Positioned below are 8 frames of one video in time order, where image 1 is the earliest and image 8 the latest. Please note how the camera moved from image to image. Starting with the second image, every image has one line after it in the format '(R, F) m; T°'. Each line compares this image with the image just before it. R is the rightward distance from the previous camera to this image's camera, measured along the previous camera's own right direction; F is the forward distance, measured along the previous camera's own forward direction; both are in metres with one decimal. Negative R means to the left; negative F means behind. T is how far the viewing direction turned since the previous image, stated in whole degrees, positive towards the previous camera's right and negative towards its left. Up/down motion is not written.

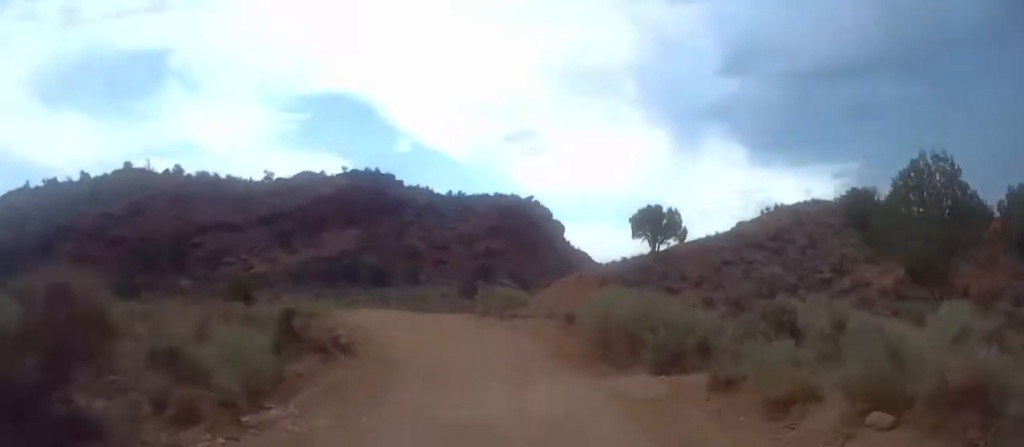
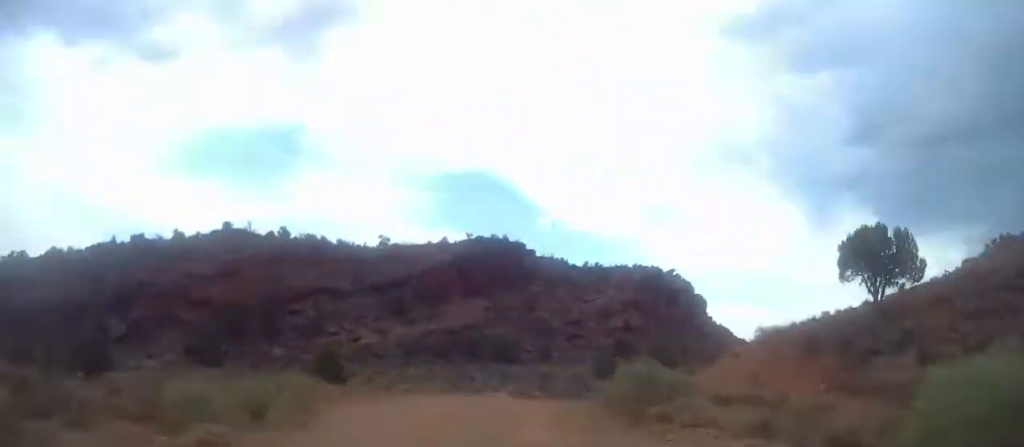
(-0.9, +17.8) m; -2°
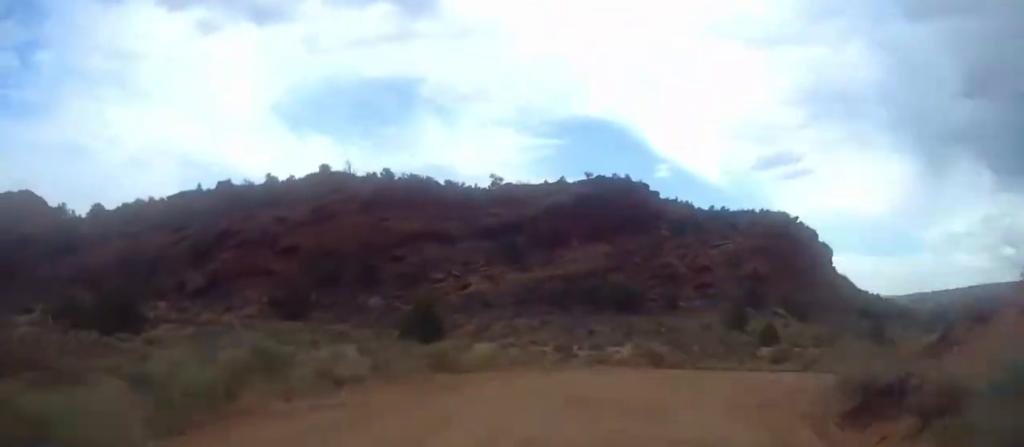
(-0.2, +13.8) m; +3°
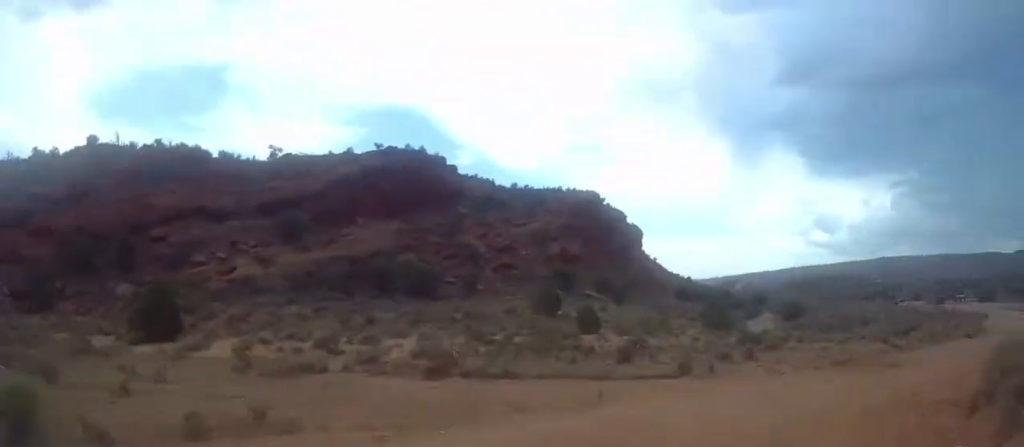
(-1.3, +18.5) m; +14°
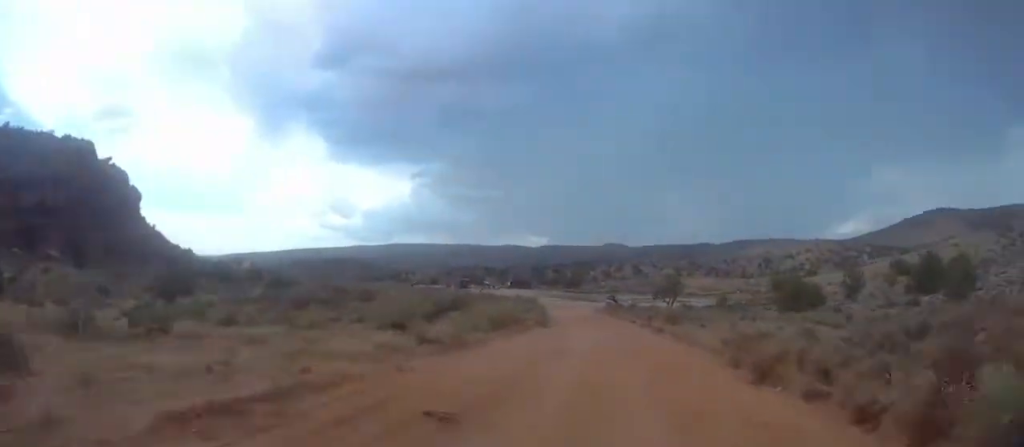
(+7.1, +23.2) m; +24°
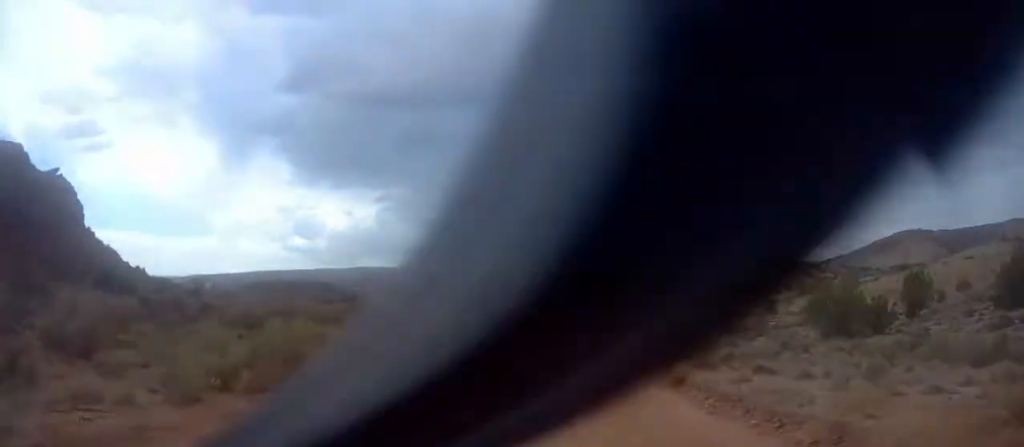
(+4.0, +19.1) m; +11°
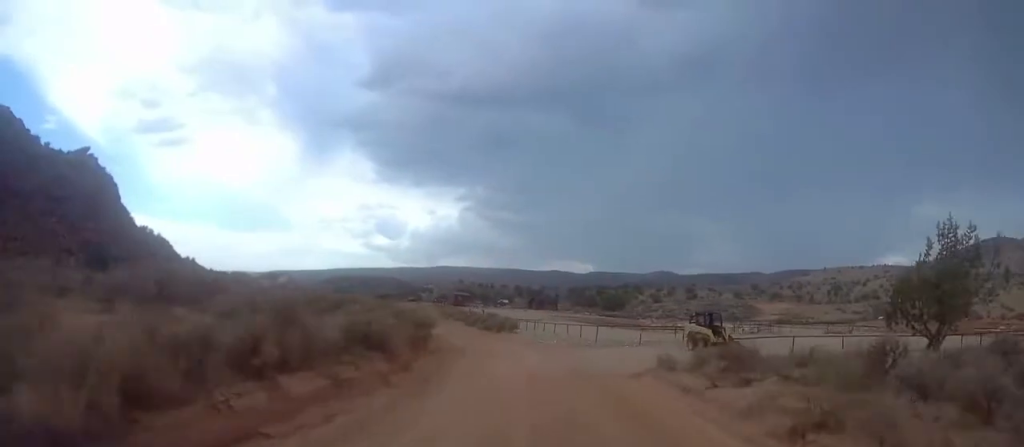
(-3.1, +43.2) m; -13°
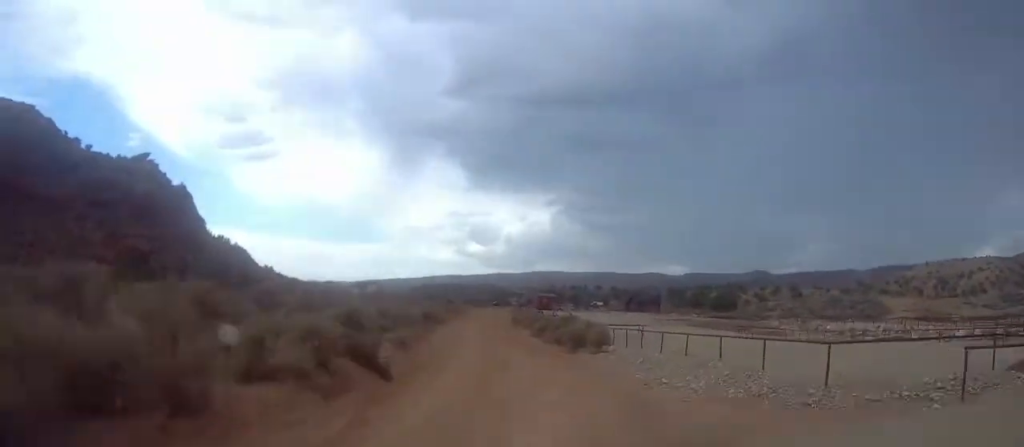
(-2.5, +27.3) m; -11°
